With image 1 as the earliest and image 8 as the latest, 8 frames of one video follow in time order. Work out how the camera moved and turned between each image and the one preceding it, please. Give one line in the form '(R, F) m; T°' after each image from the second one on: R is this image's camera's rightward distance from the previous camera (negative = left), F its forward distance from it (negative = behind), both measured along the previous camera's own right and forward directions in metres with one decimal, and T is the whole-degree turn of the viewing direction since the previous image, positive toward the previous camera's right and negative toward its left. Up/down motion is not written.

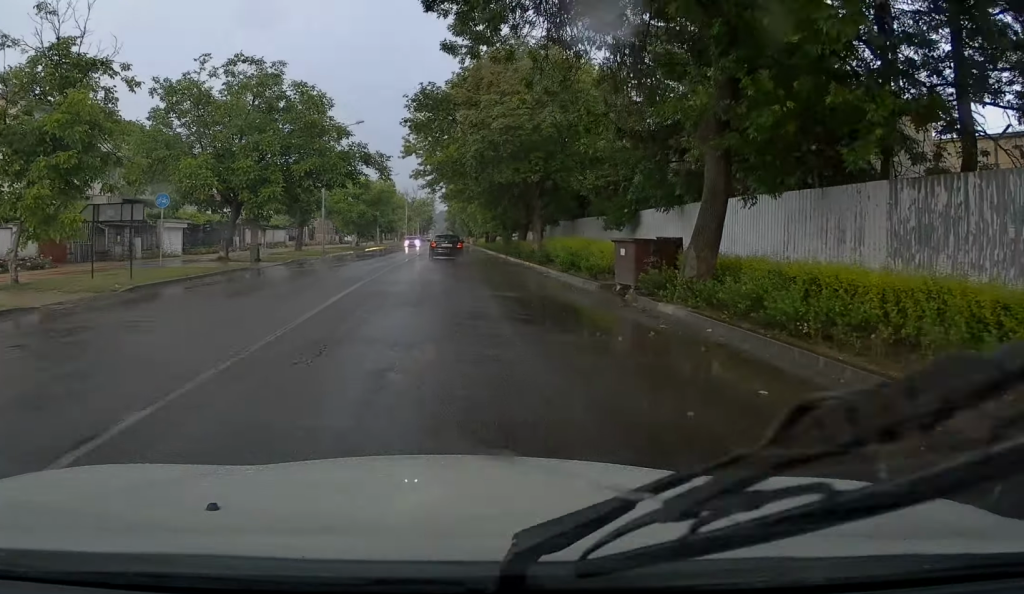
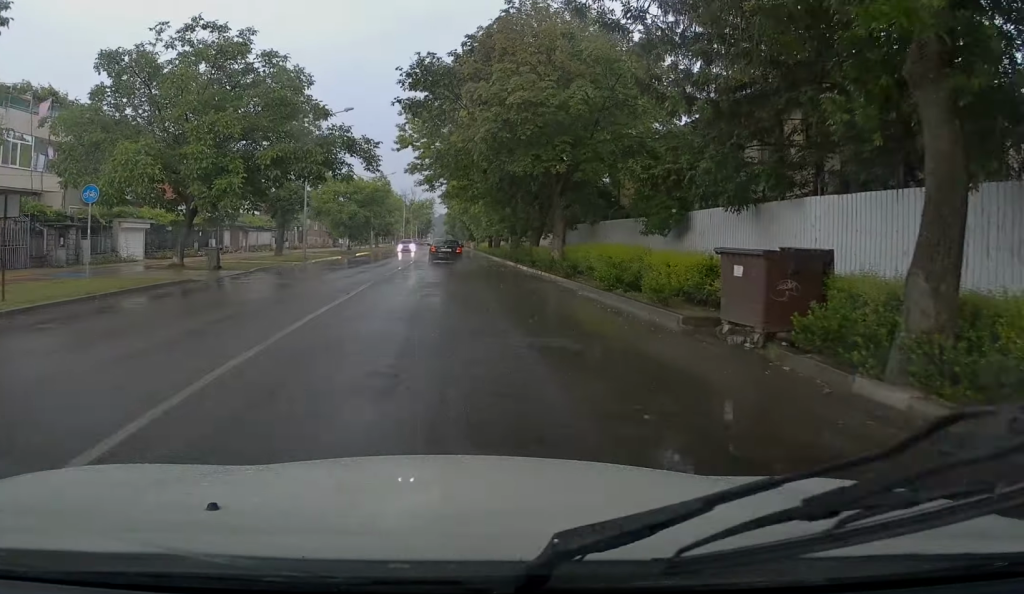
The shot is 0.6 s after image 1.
(+0.2, +6.0) m; +1°
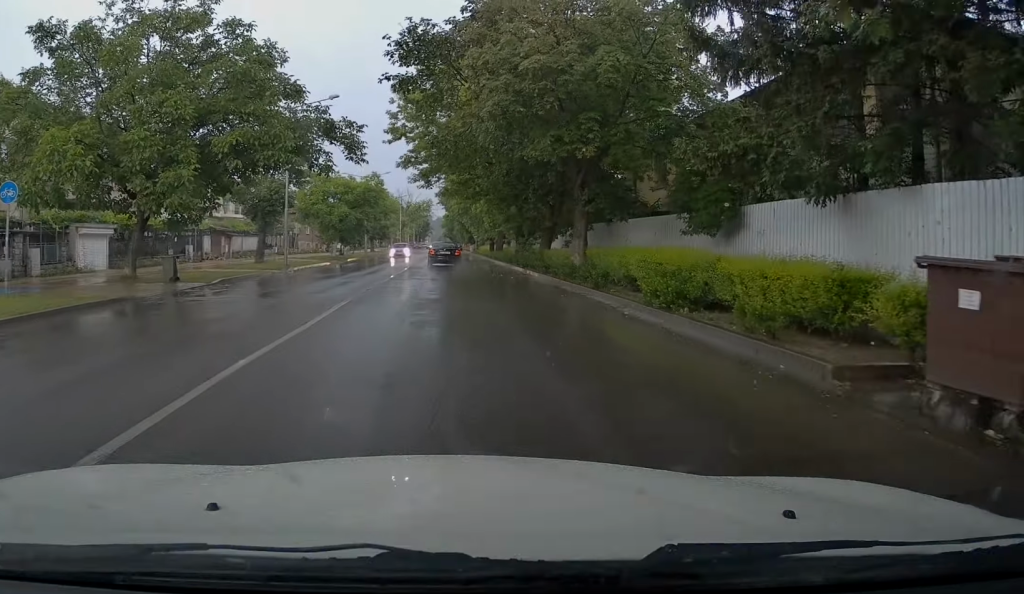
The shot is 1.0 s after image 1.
(+0.1, +4.2) m; +1°
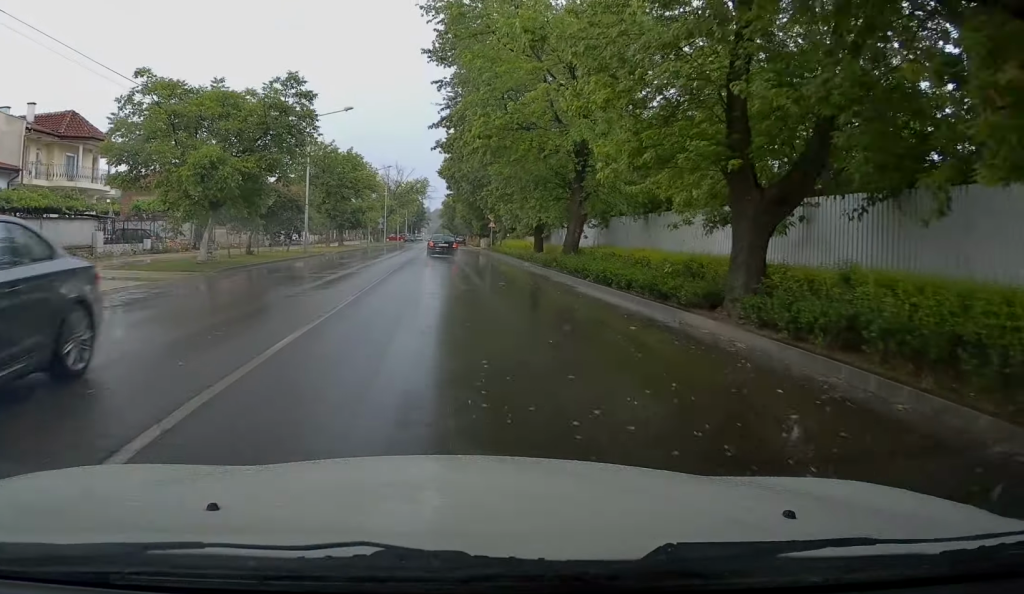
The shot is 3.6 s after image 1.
(-0.7, +31.5) m; 0°
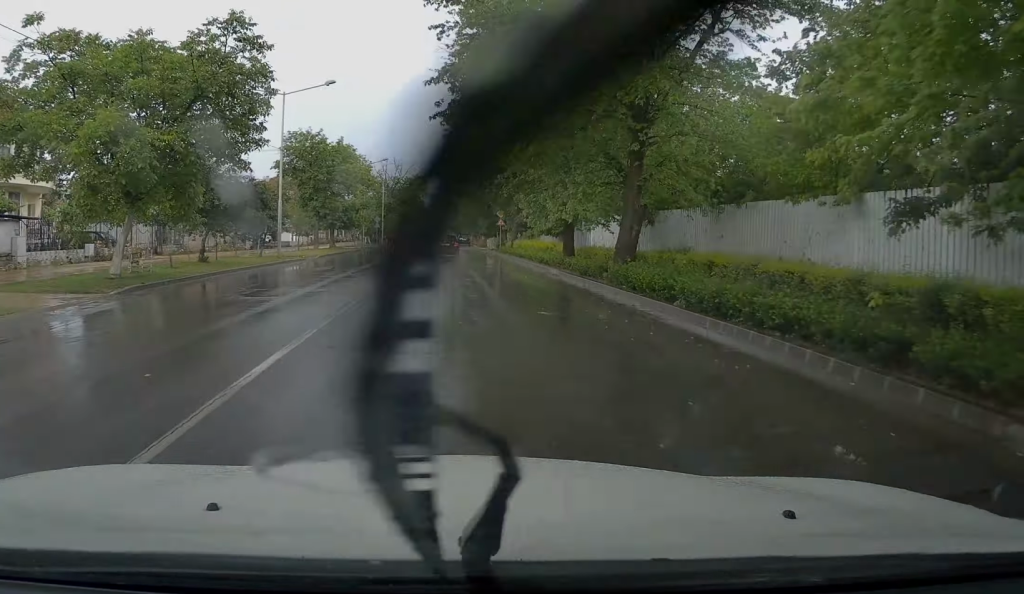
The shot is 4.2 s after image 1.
(+0.2, +7.4) m; 0°
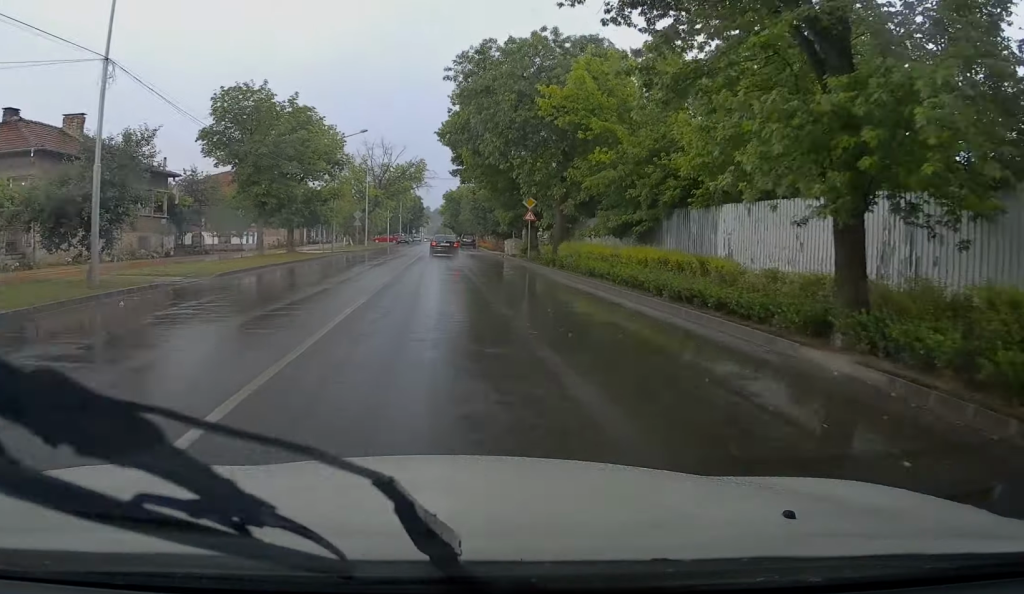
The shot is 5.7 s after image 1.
(-1.0, +18.3) m; -3°
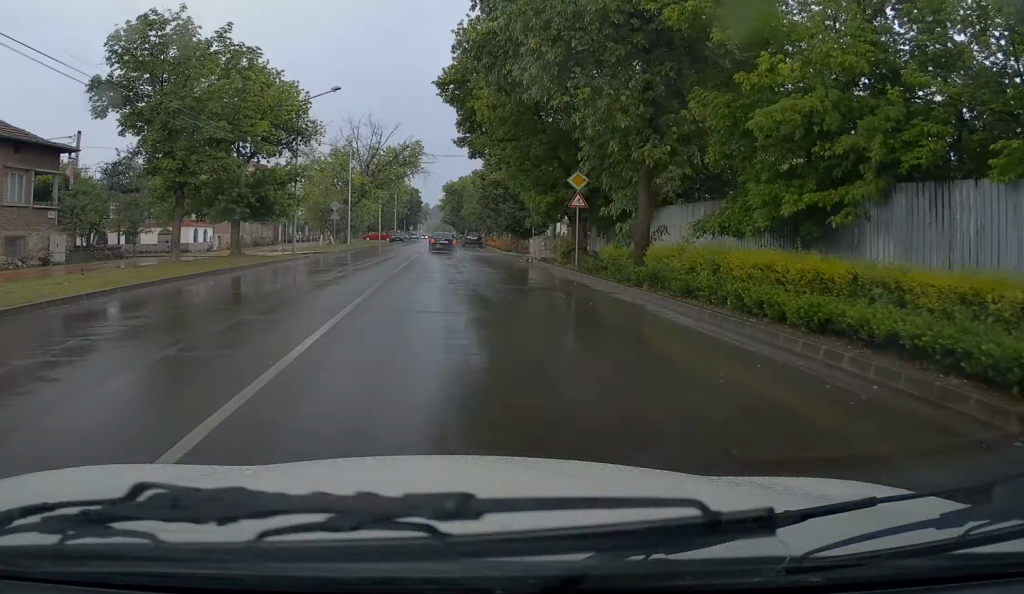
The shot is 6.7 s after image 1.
(+0.1, +13.3) m; +1°
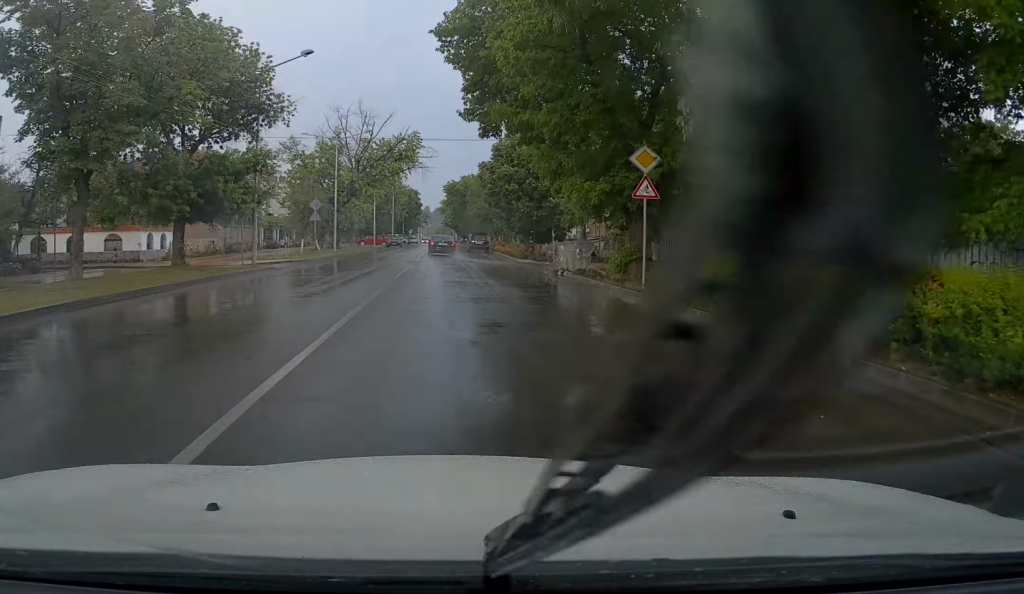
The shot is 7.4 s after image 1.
(+0.1, +8.2) m; +1°
